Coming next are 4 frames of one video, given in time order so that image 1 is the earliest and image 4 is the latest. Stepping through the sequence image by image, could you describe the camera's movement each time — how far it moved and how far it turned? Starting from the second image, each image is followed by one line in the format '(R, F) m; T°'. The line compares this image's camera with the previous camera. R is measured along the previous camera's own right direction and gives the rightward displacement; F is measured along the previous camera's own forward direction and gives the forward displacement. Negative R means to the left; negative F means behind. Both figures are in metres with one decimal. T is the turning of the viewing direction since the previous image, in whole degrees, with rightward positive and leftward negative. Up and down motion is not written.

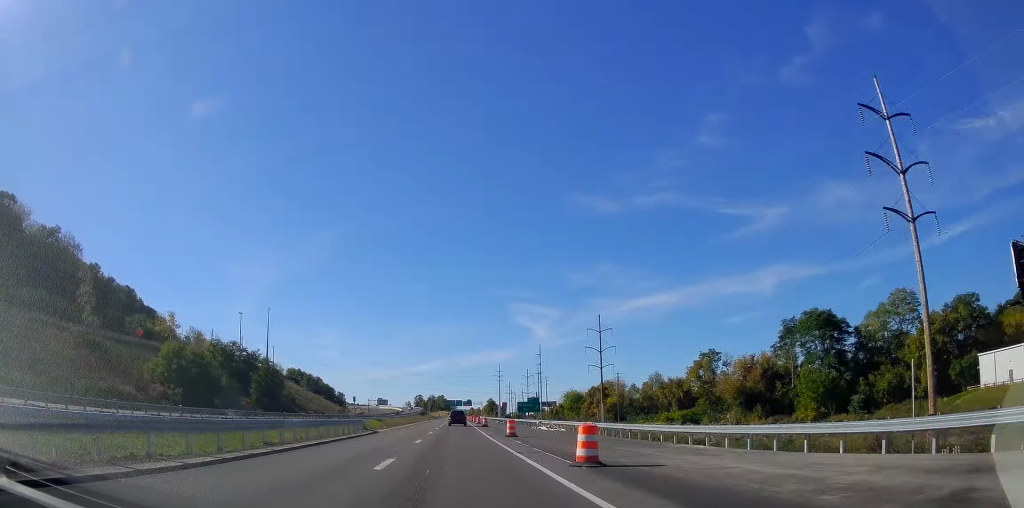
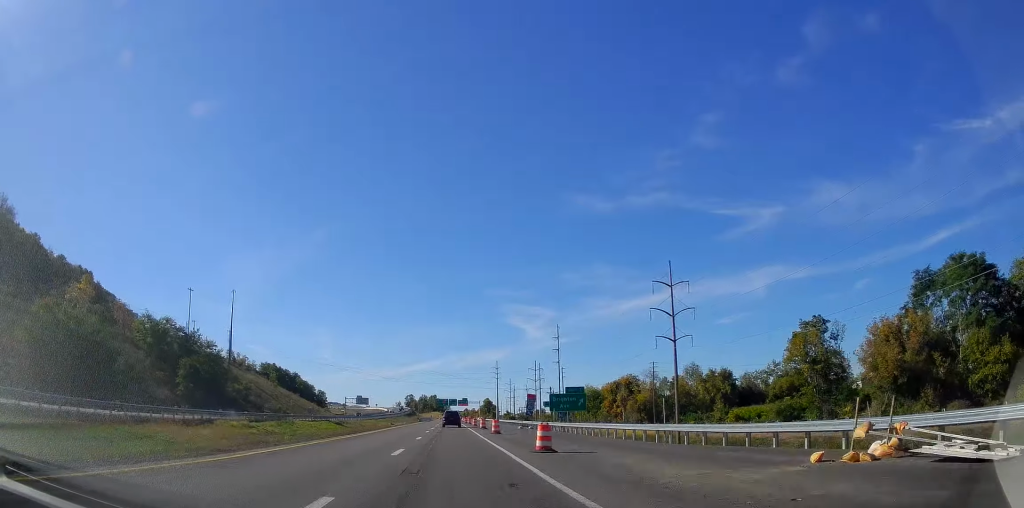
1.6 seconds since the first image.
(0.0, +44.5) m; 0°
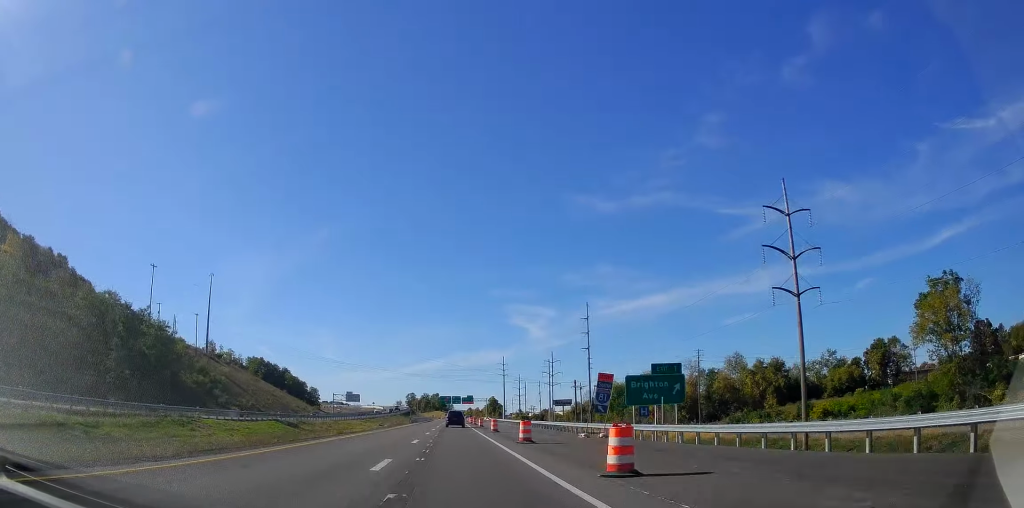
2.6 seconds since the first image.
(-0.2, +29.7) m; -1°
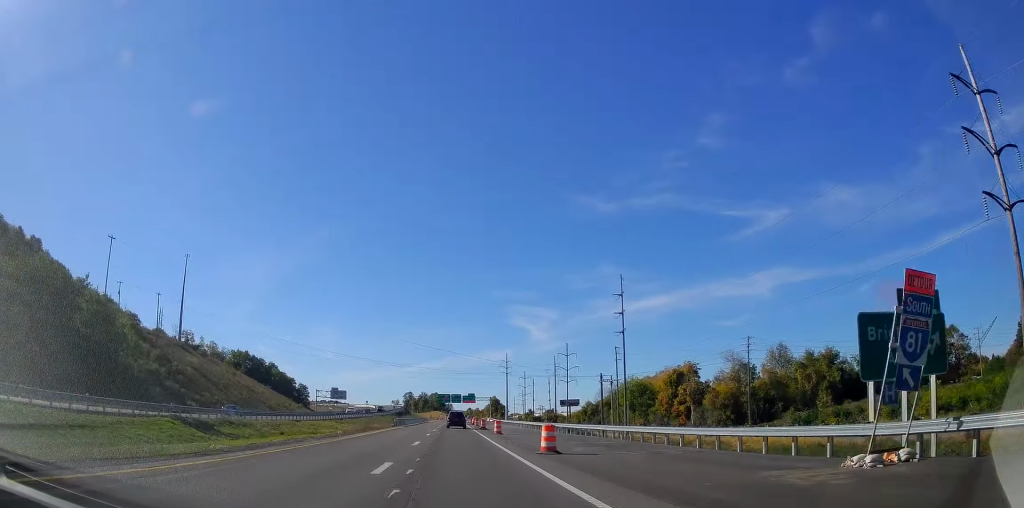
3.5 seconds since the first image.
(-0.1, +24.8) m; 0°
